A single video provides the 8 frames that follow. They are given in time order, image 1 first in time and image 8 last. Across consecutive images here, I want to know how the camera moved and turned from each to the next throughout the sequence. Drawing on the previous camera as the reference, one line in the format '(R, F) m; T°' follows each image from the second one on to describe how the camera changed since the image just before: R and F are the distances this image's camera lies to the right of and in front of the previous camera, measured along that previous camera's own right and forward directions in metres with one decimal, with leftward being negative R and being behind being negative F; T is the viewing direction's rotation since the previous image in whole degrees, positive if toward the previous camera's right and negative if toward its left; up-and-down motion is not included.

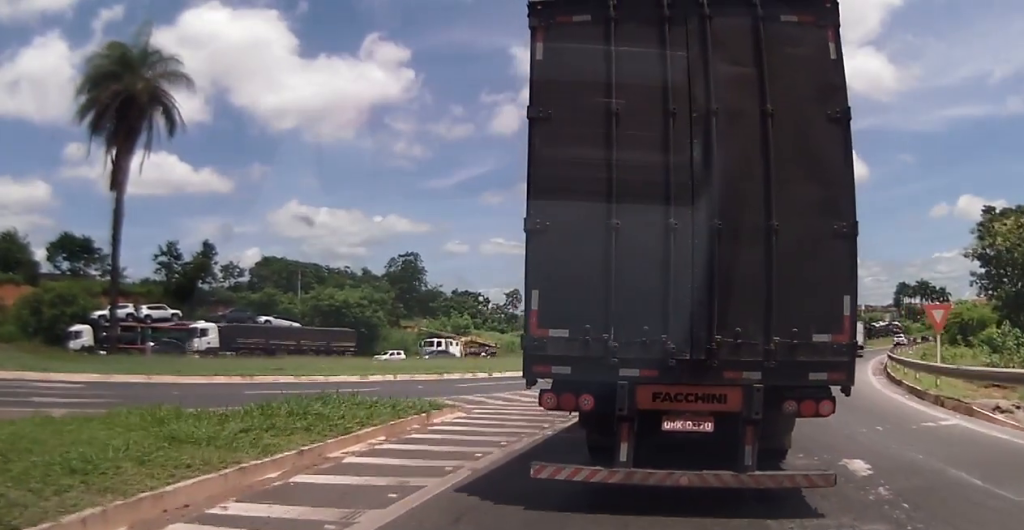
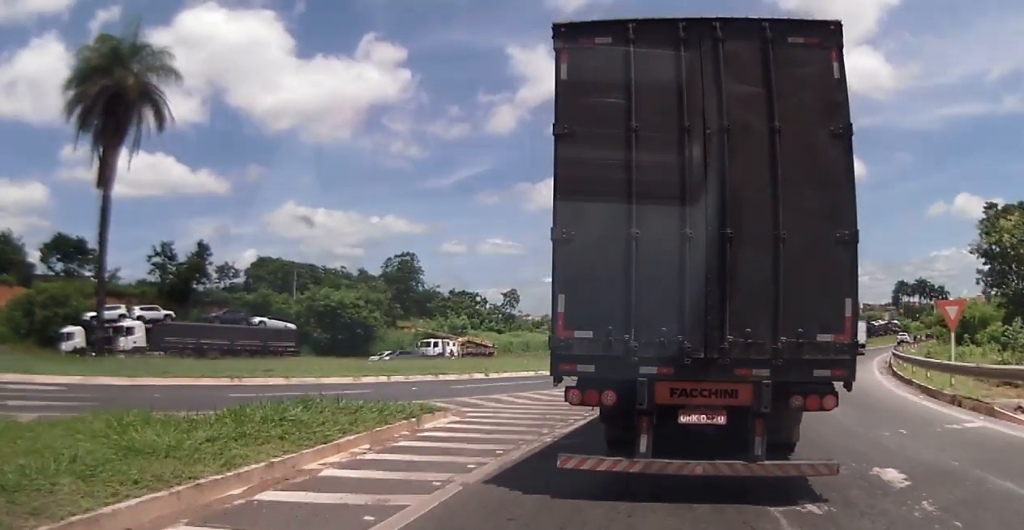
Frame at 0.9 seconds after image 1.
(0.0, +0.9) m; 0°
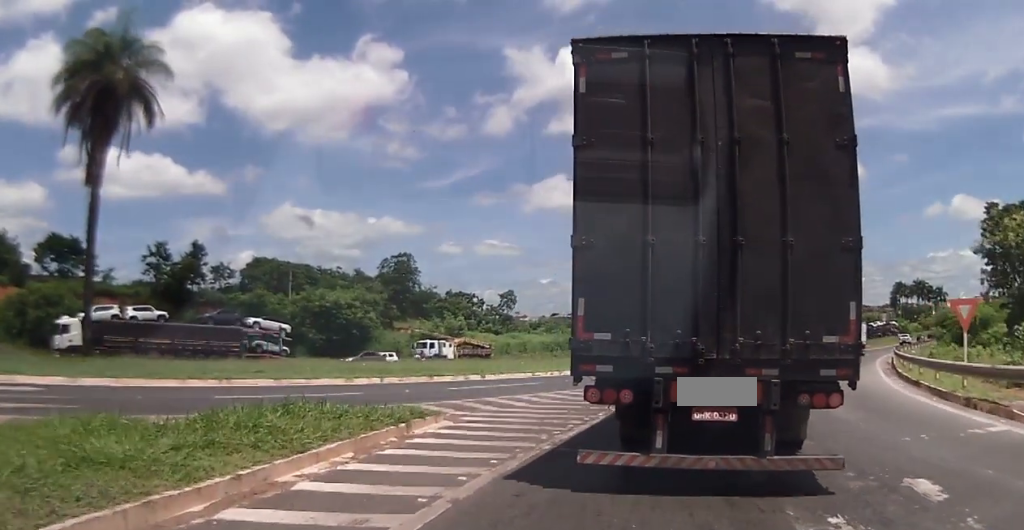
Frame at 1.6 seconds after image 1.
(0.0, +0.7) m; 0°
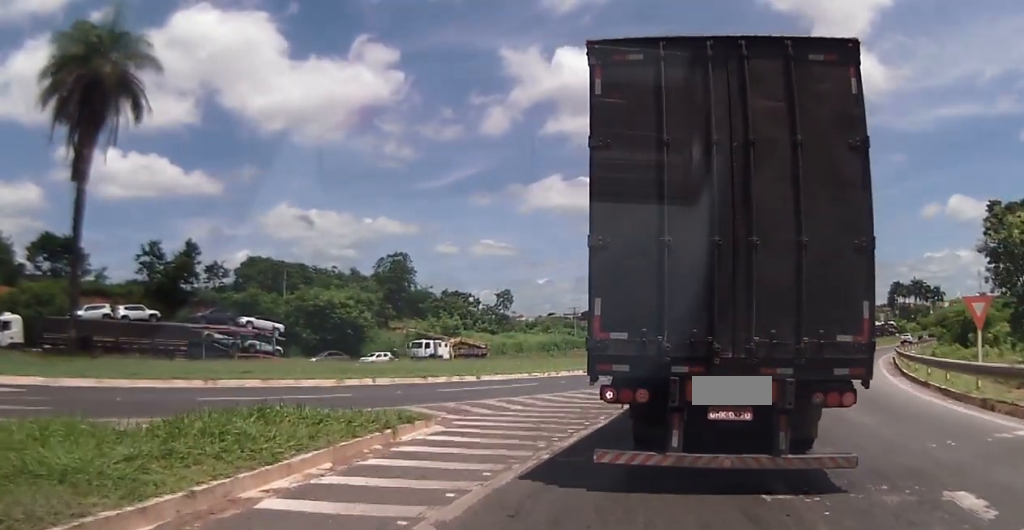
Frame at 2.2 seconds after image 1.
(0.0, +0.7) m; 0°
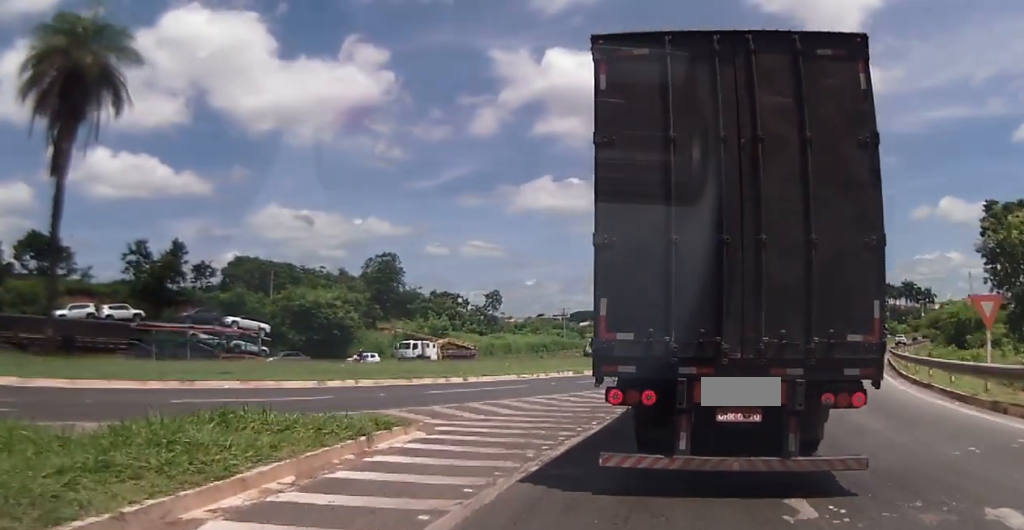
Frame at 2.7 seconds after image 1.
(0.0, +0.8) m; 0°
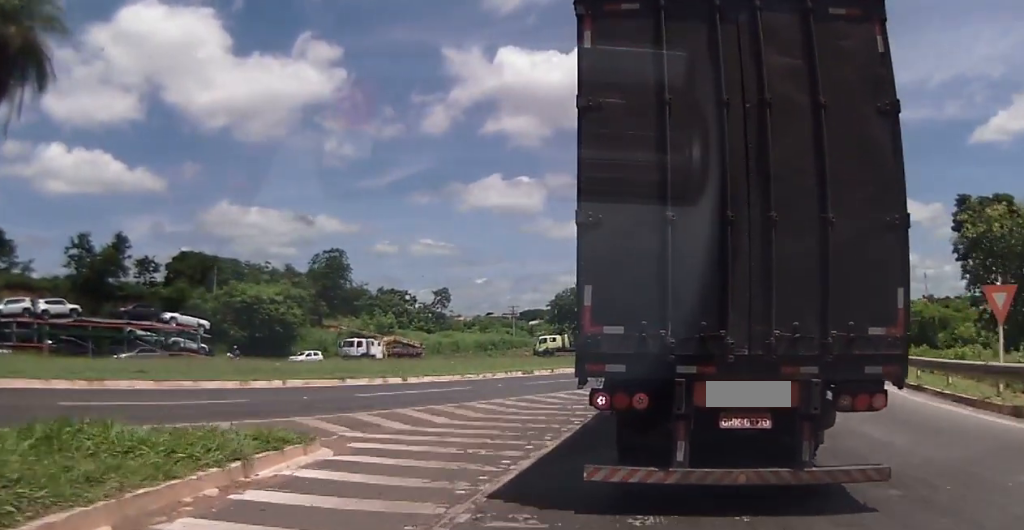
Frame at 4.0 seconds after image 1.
(0.0, +2.1) m; 0°
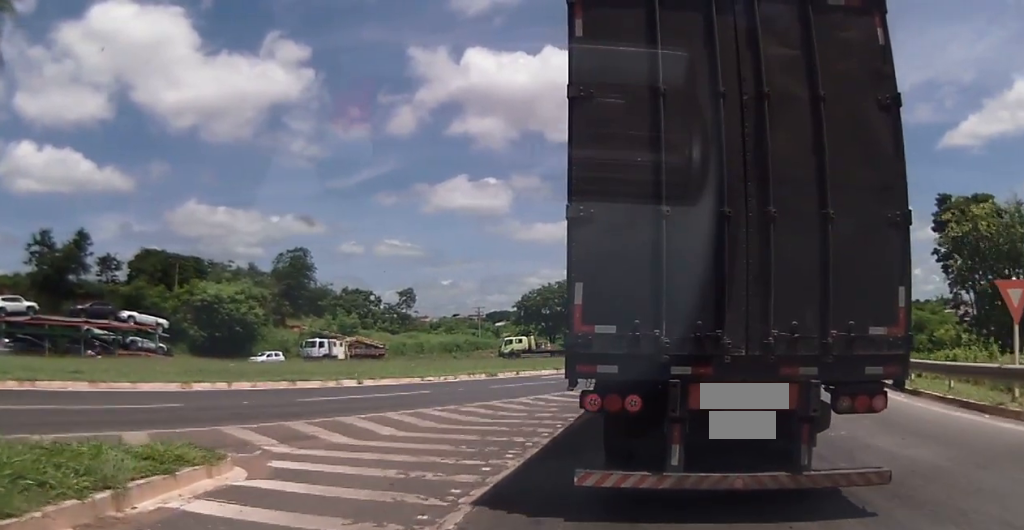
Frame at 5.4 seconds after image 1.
(0.0, +2.1) m; 0°
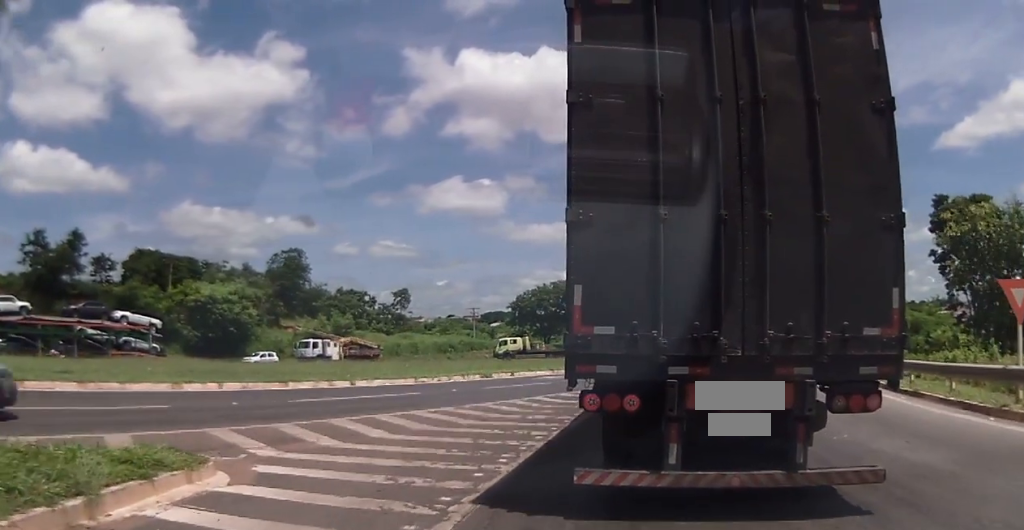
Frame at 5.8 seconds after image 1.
(0.0, +0.4) m; 0°
